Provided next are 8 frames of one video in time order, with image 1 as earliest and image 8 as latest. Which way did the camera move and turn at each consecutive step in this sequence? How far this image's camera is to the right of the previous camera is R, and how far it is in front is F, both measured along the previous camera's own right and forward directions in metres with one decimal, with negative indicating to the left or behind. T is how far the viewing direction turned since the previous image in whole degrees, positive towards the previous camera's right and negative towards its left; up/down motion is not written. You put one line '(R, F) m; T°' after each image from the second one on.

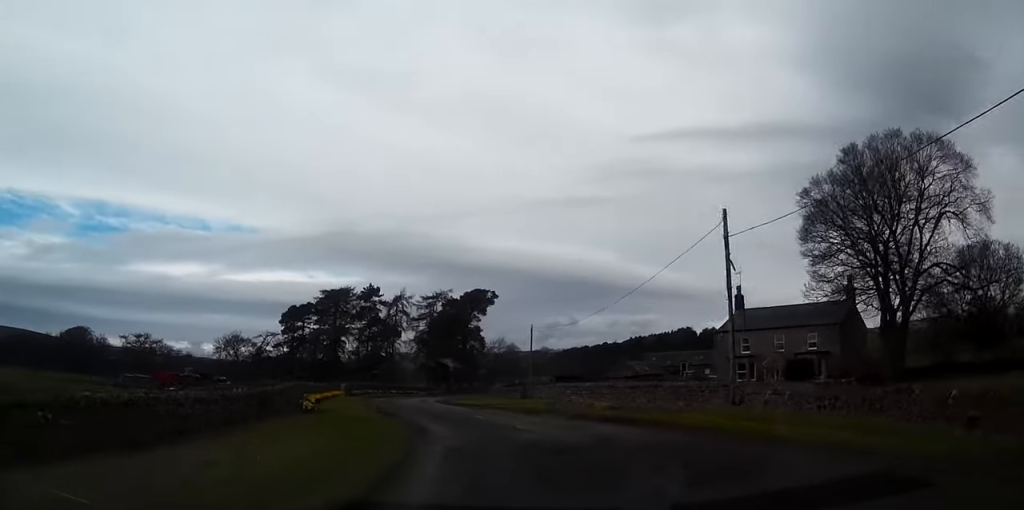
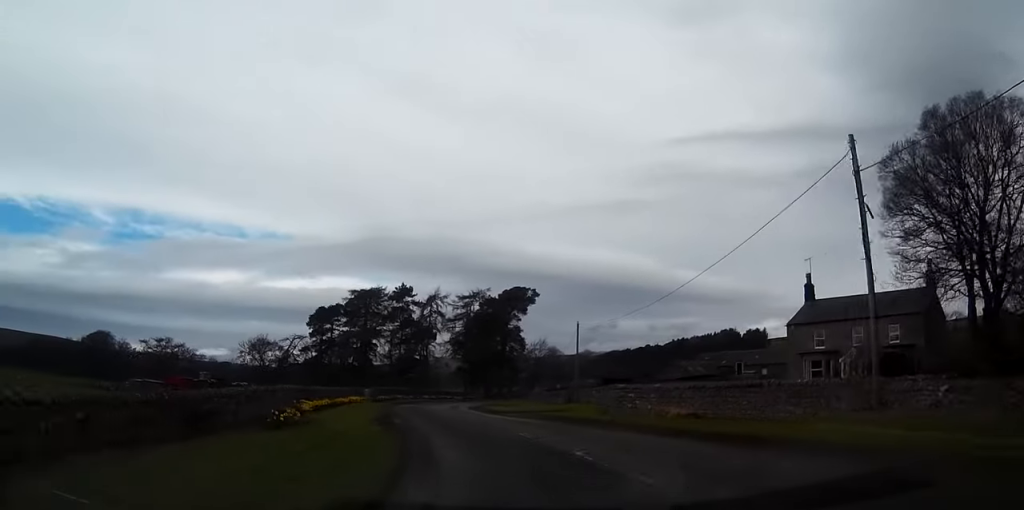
(-0.4, +8.9) m; -3°
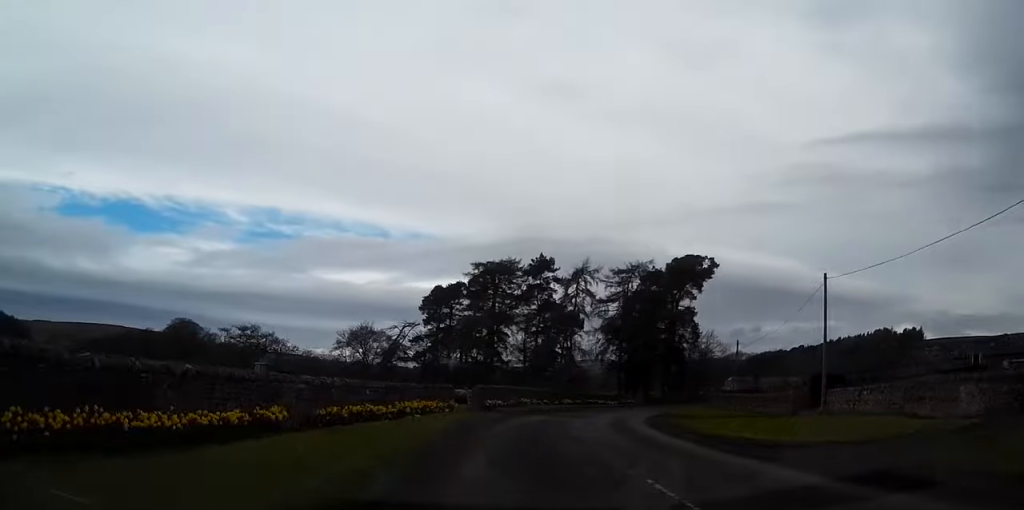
(-2.8, +30.3) m; -9°
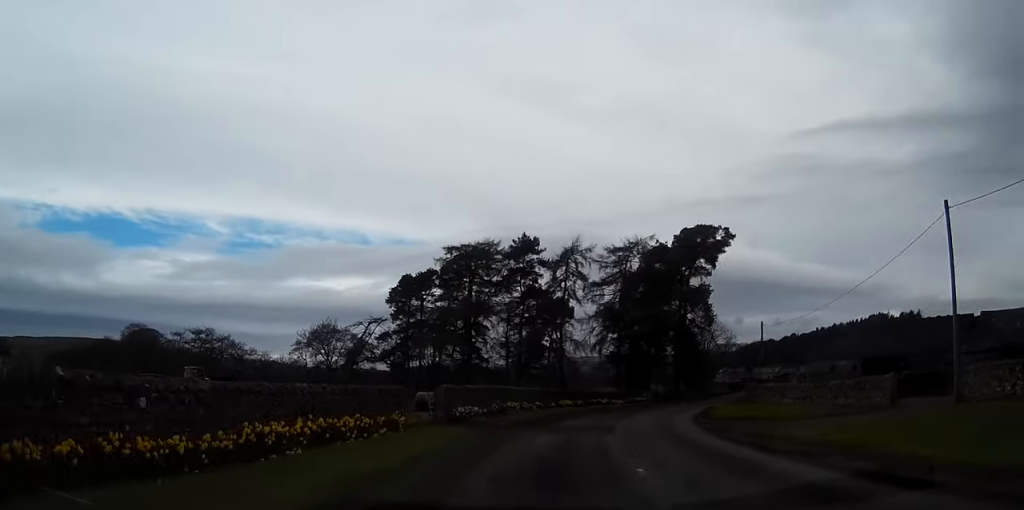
(-0.2, +14.7) m; +1°
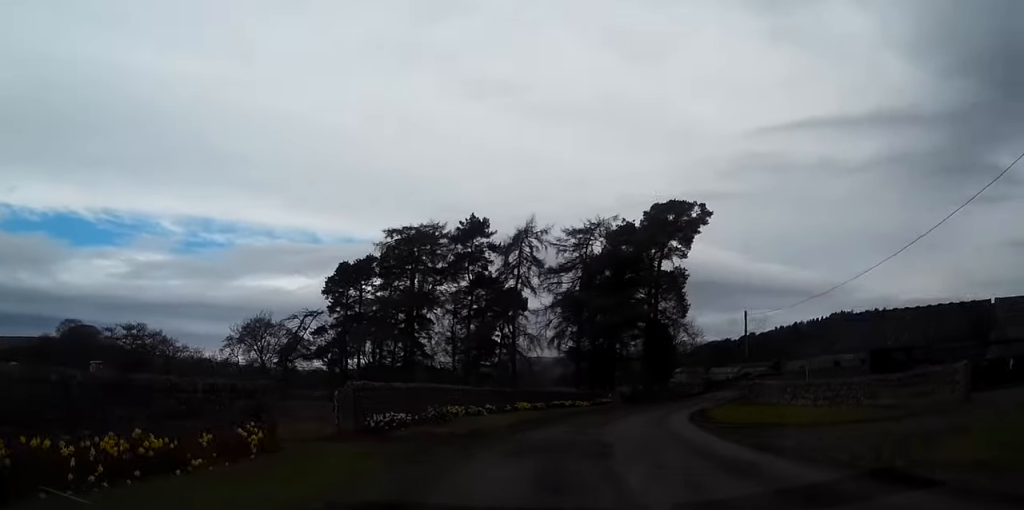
(0.0, +9.4) m; +2°
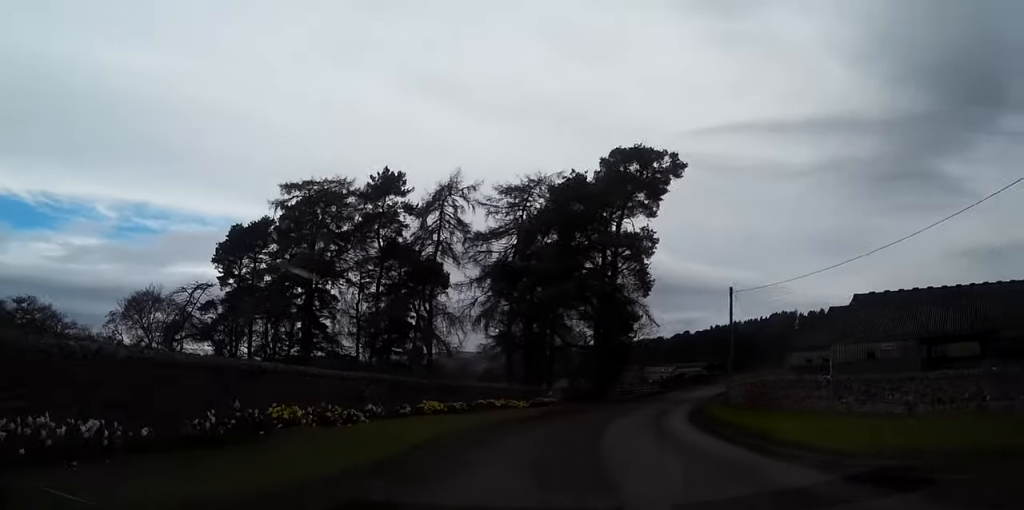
(+0.4, +14.9) m; +6°
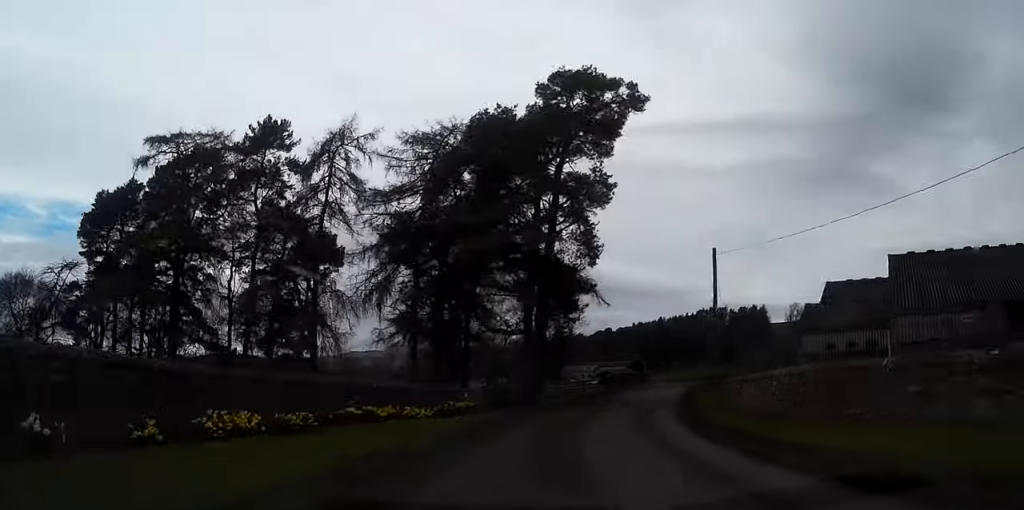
(+1.0, +13.7) m; +6°
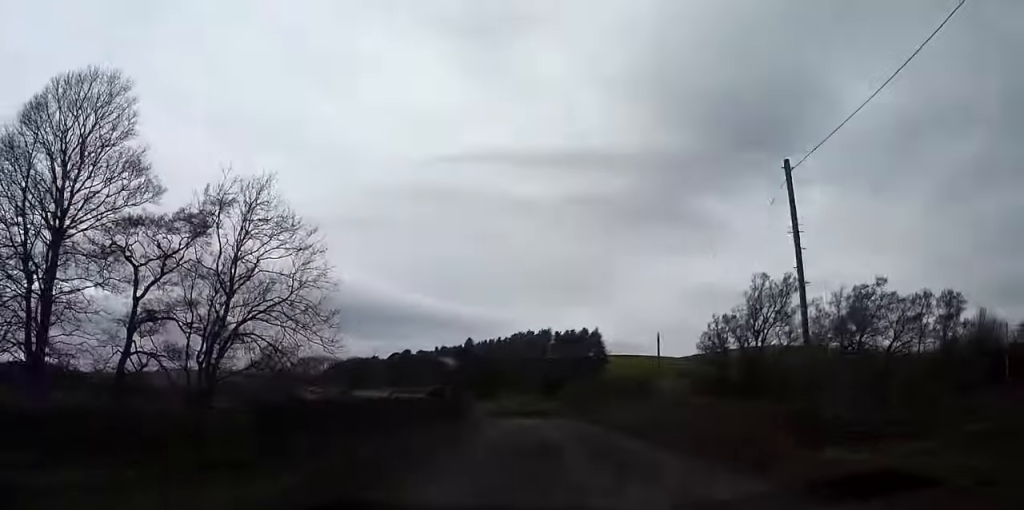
(+8.1, +49.2) m; +16°
